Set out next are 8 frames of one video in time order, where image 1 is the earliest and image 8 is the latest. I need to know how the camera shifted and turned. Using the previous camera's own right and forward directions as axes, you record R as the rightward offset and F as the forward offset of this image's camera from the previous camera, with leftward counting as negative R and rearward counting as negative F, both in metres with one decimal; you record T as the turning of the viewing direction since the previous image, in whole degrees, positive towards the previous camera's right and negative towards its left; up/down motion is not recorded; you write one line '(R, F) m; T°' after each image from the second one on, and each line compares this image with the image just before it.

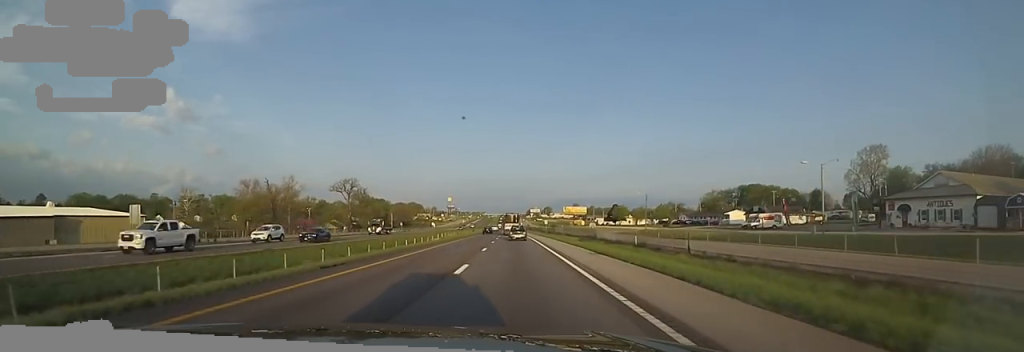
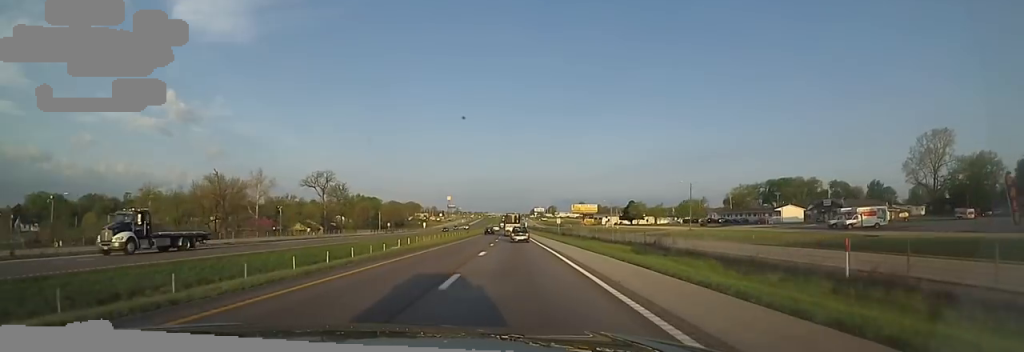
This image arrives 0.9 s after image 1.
(-0.6, +28.6) m; 0°
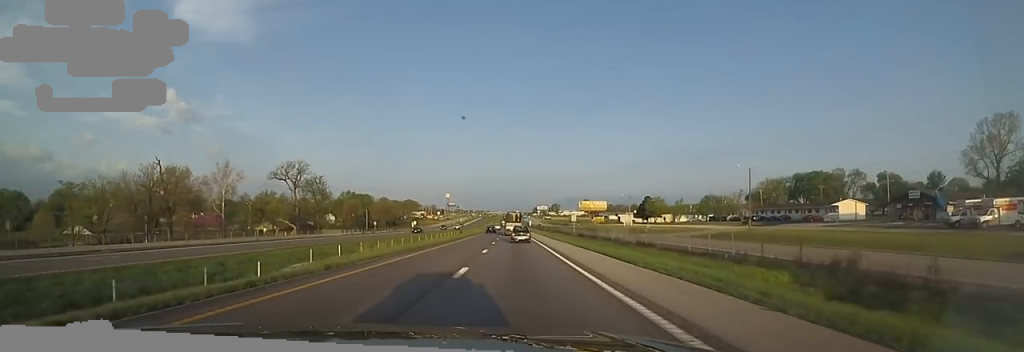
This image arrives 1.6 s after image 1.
(+0.6, +22.7) m; +1°
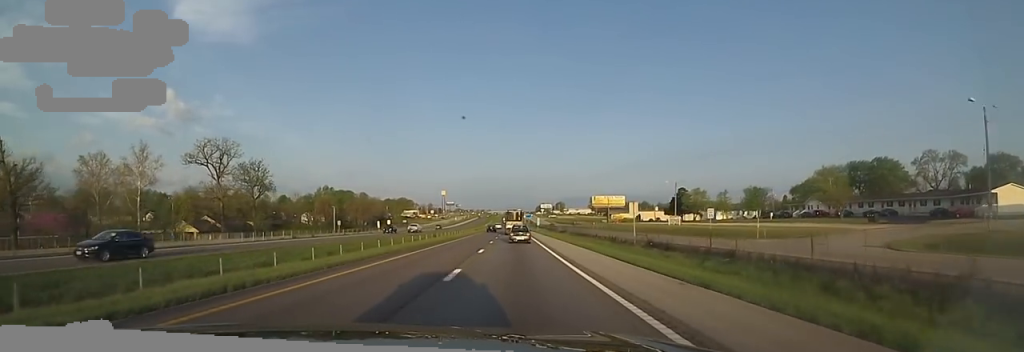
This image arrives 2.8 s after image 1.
(+0.2, +38.4) m; -2°
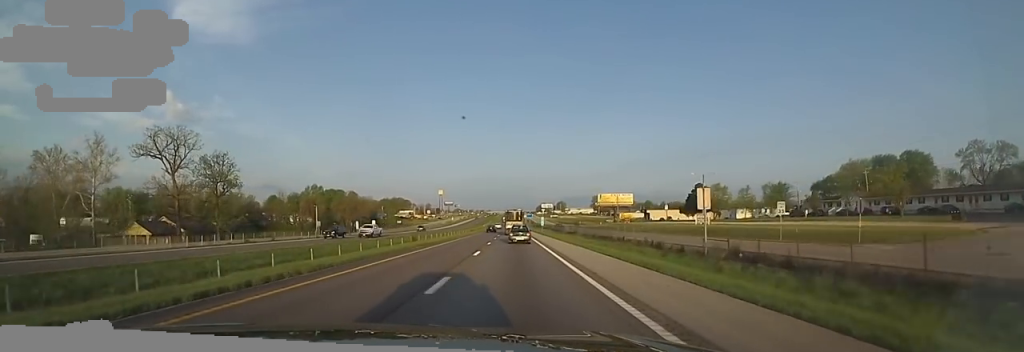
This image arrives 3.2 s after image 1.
(-0.4, +14.8) m; 0°
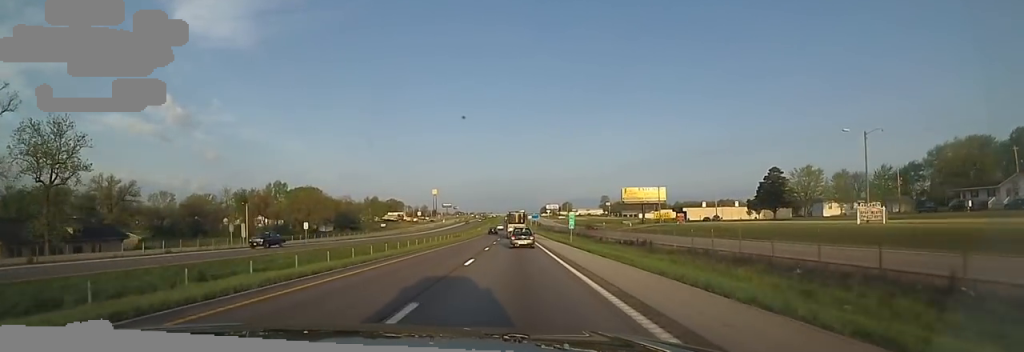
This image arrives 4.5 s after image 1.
(+0.1, +40.8) m; -1°
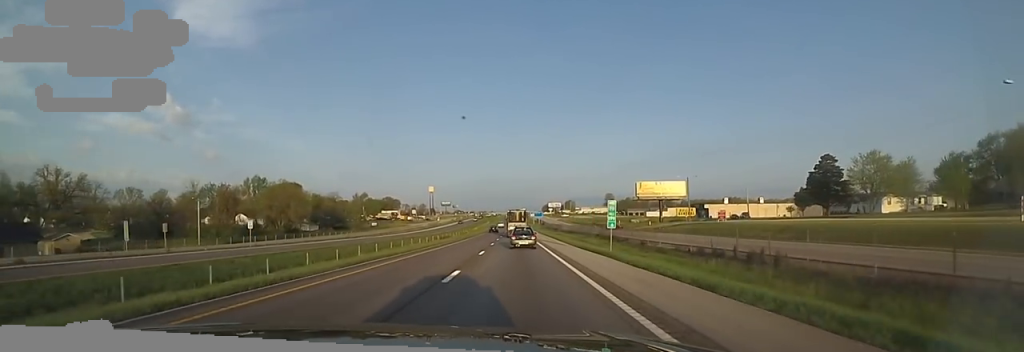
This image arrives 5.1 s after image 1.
(+0.1, +17.6) m; -1°
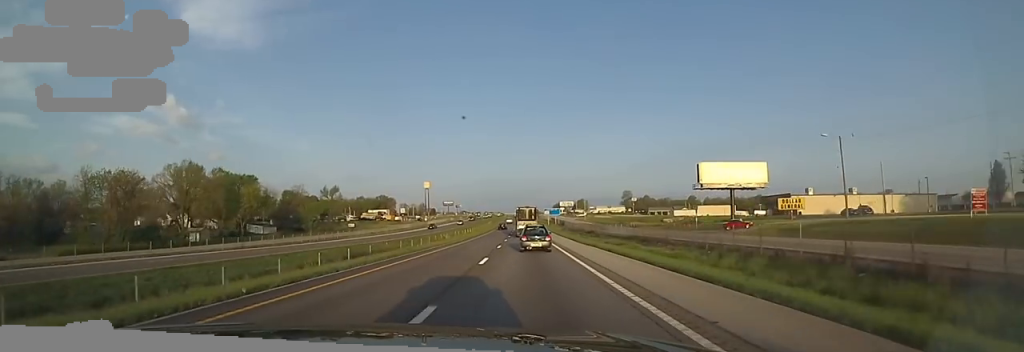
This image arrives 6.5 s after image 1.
(-1.3, +42.6) m; 0°
